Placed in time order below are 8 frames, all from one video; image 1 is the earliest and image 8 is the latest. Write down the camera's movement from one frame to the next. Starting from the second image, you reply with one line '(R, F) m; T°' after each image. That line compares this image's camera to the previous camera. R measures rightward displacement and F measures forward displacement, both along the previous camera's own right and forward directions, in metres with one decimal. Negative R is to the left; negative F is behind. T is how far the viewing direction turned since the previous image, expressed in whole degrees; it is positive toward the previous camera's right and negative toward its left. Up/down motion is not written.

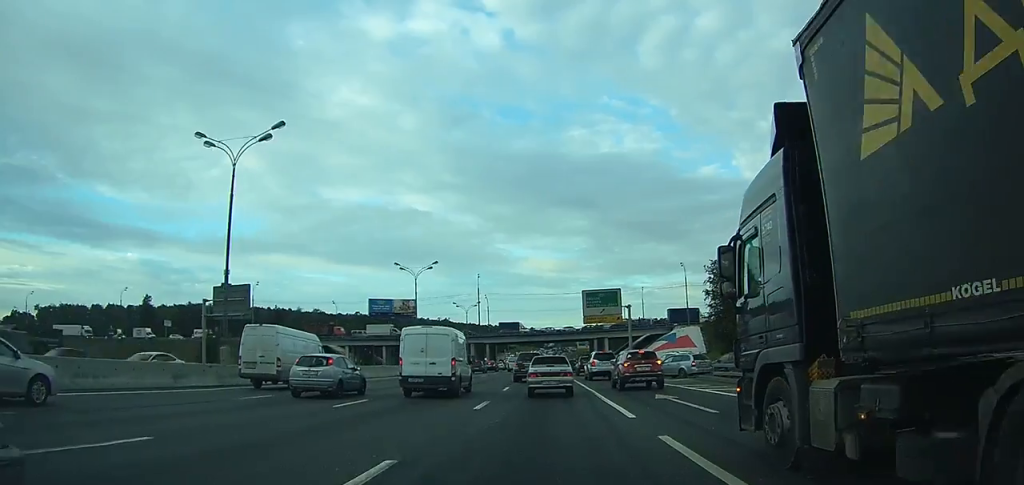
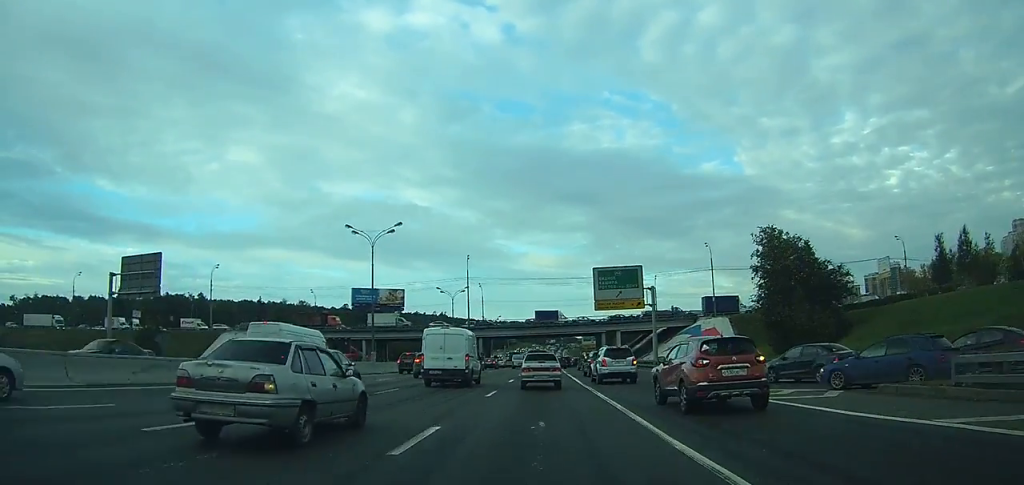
(-0.1, +17.3) m; -1°
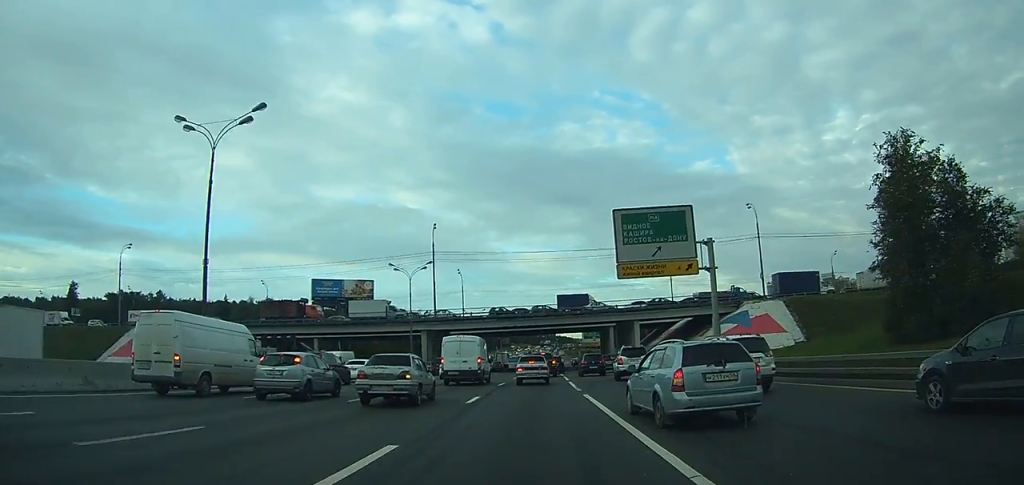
(-0.2, +24.4) m; 0°
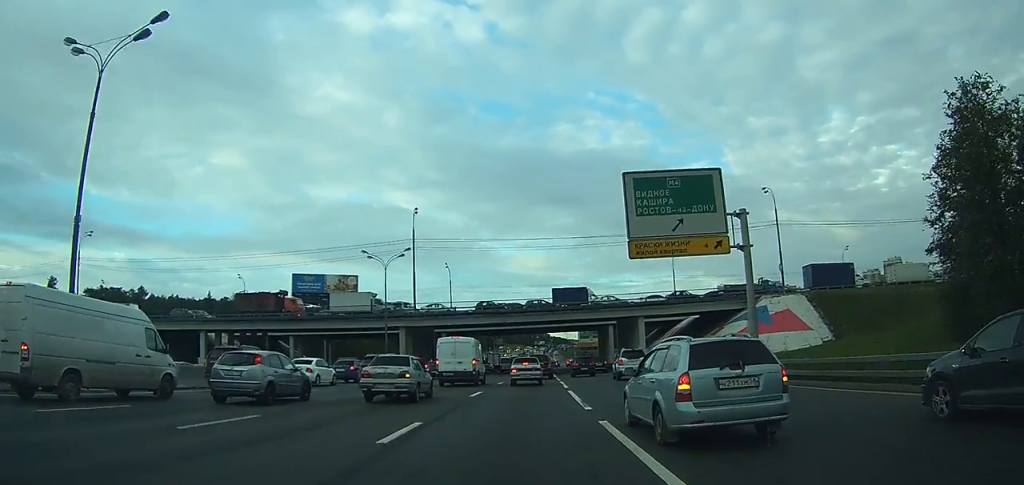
(0.0, +8.3) m; +1°
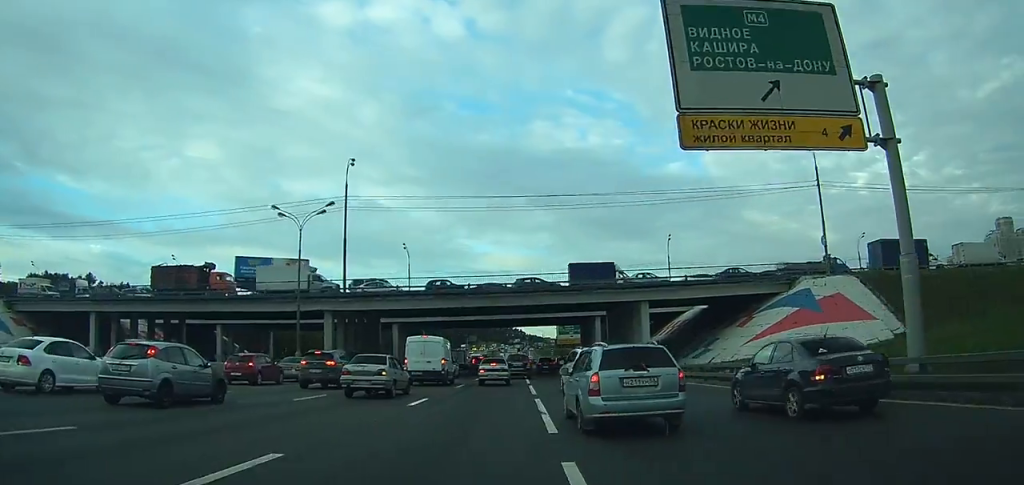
(+0.3, +17.3) m; +1°
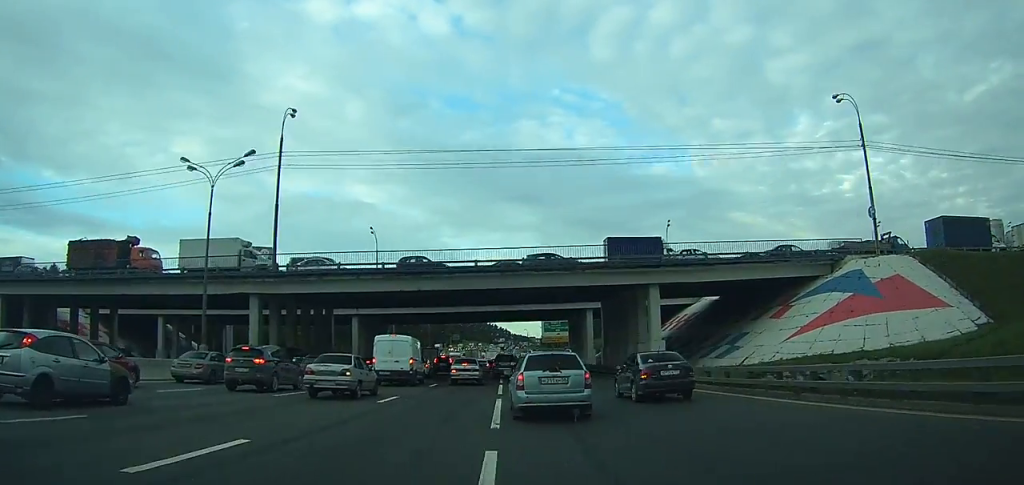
(-0.1, +11.6) m; 0°
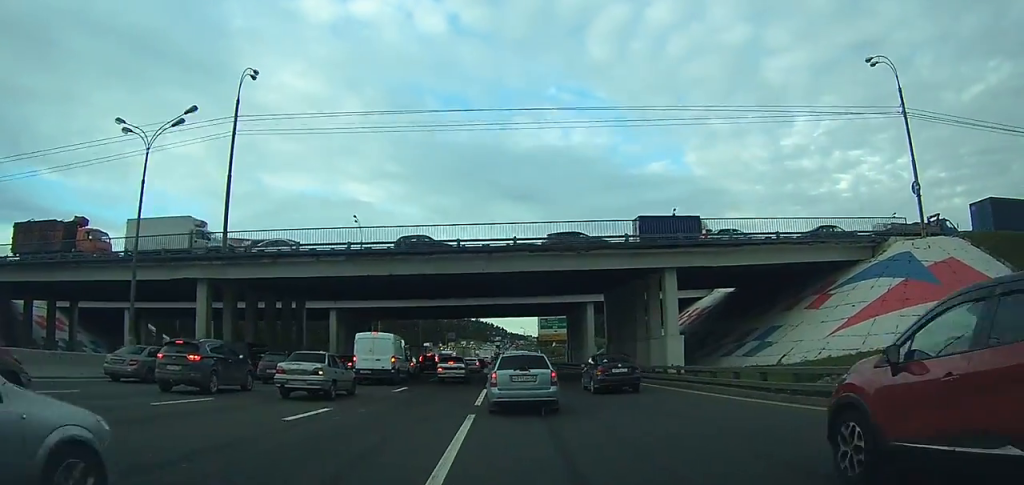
(0.0, +6.2) m; 0°
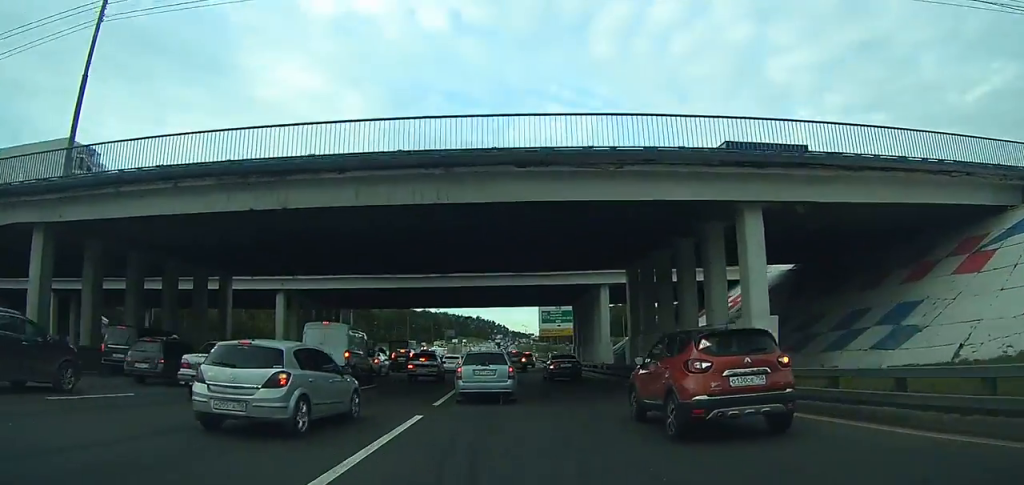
(+0.1, +12.6) m; +1°
